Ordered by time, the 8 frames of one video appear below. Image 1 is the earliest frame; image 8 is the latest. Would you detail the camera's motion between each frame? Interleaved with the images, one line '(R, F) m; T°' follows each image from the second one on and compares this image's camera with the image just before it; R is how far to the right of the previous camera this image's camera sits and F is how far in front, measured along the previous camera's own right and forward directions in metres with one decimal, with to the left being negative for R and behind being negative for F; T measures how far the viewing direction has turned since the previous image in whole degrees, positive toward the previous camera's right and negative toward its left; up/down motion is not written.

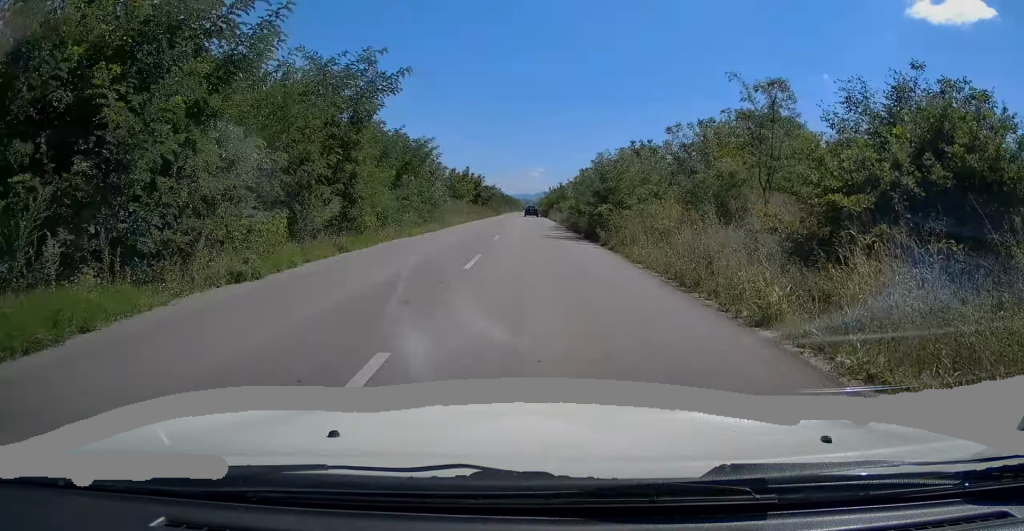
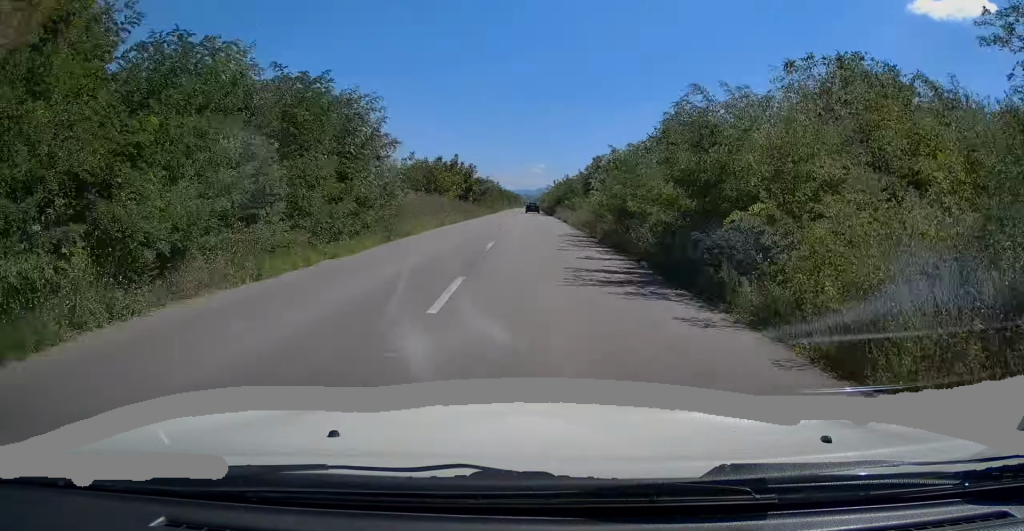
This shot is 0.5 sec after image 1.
(+0.2, +13.0) m; 0°
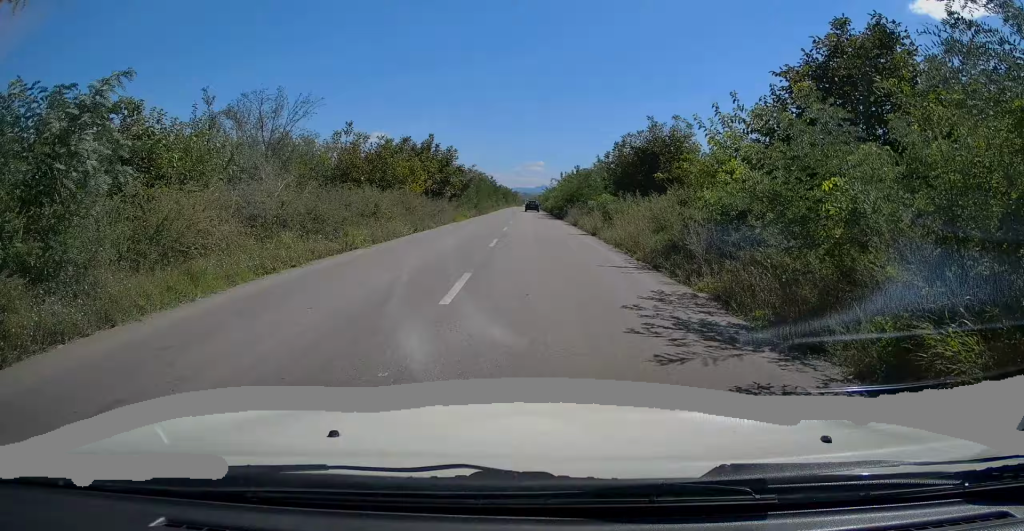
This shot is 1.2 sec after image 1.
(+0.1, +17.1) m; 0°
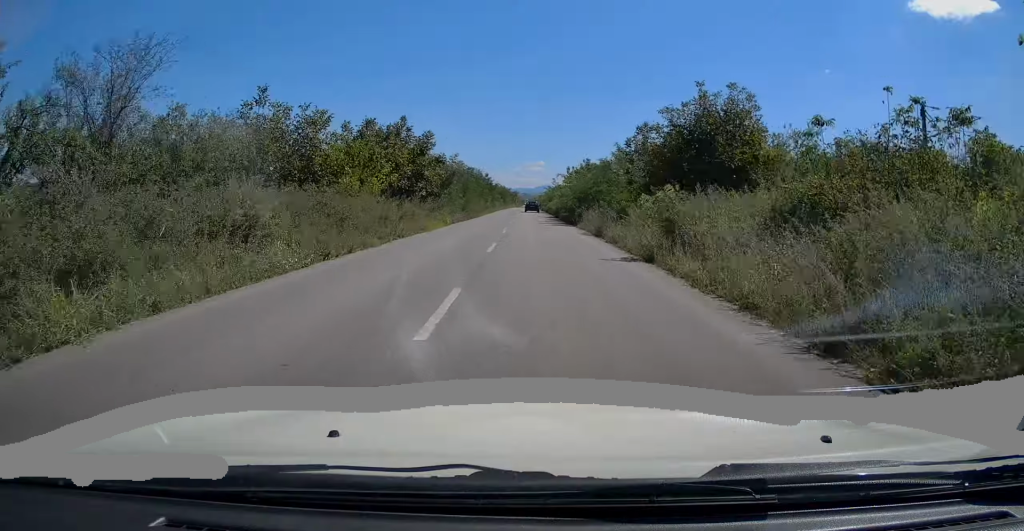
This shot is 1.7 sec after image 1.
(-0.1, +10.5) m; 0°
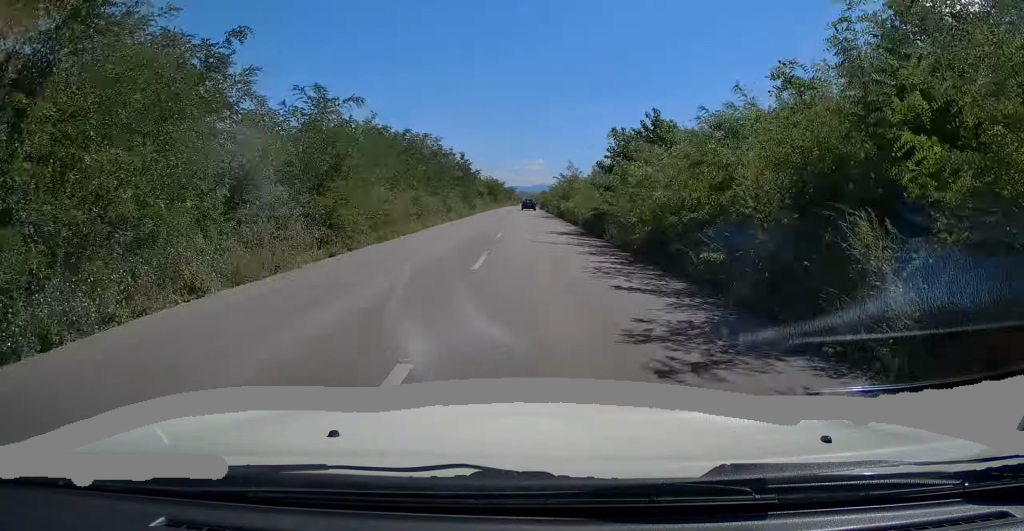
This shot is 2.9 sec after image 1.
(+0.1, +30.2) m; 0°
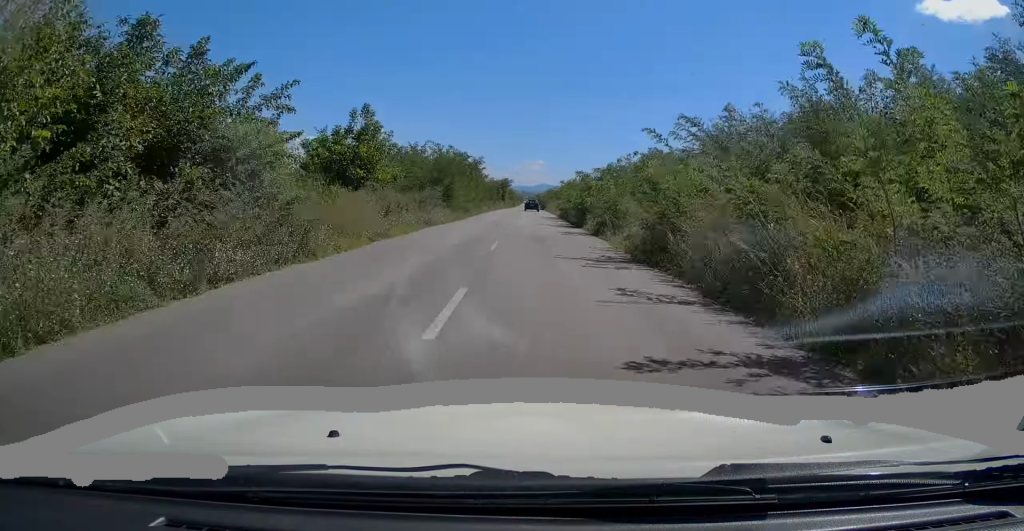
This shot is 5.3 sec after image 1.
(+0.2, +58.1) m; 0°
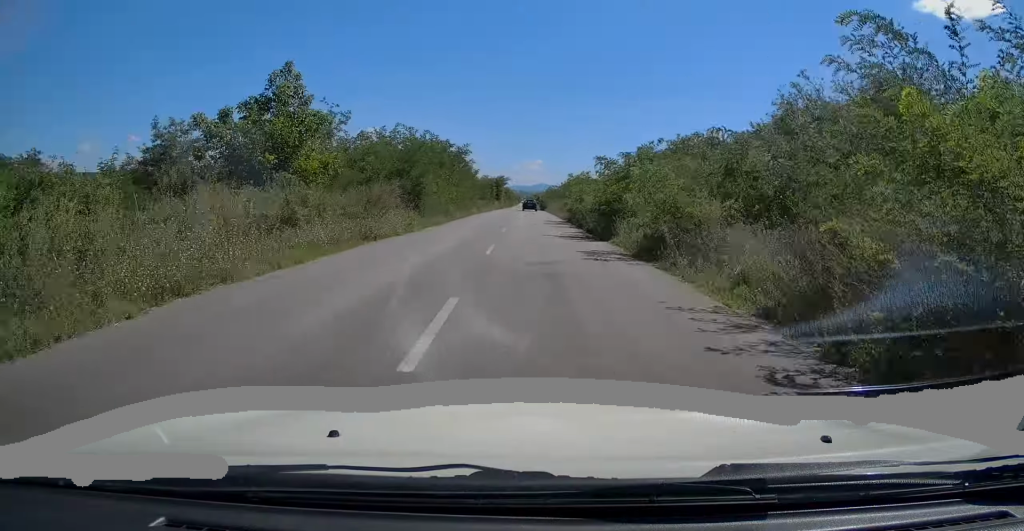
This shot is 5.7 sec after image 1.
(-0.2, +9.8) m; 0°
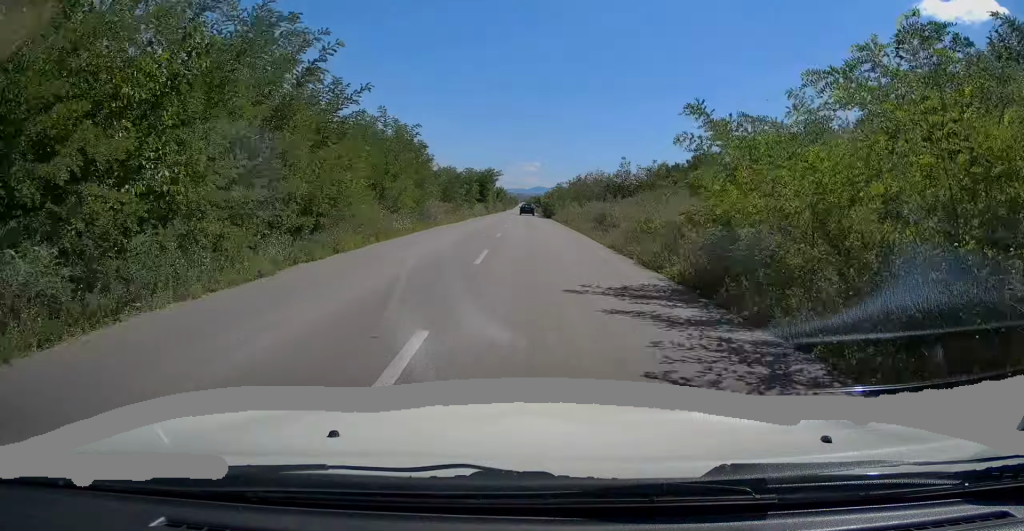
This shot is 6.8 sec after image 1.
(+0.1, +28.0) m; +1°
